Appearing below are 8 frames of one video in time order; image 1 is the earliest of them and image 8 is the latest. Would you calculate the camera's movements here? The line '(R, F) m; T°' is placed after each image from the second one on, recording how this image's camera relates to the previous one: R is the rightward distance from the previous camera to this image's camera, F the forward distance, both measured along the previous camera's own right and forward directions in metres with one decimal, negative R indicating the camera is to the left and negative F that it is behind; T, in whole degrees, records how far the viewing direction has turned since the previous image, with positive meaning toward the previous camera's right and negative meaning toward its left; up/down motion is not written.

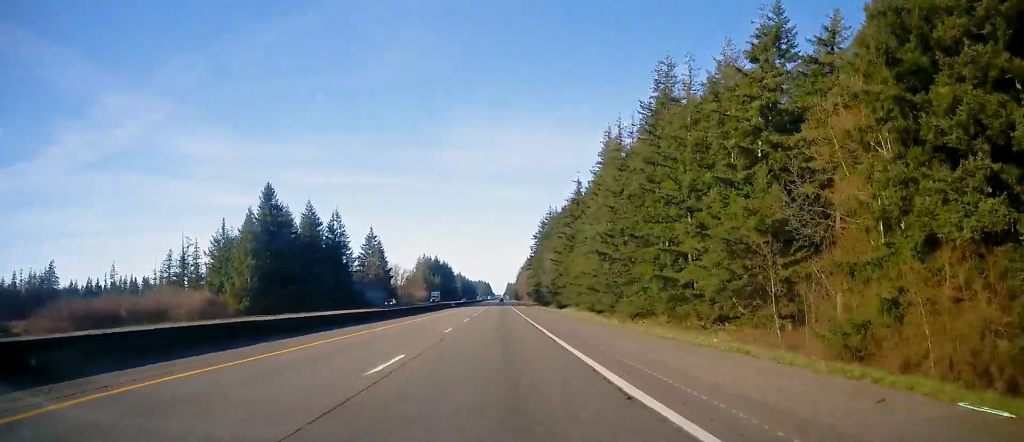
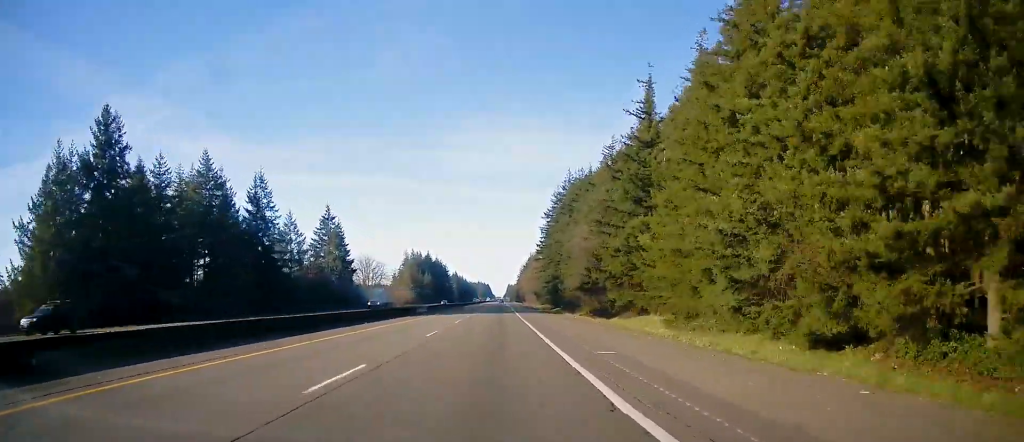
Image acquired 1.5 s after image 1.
(-0.4, +51.2) m; 0°
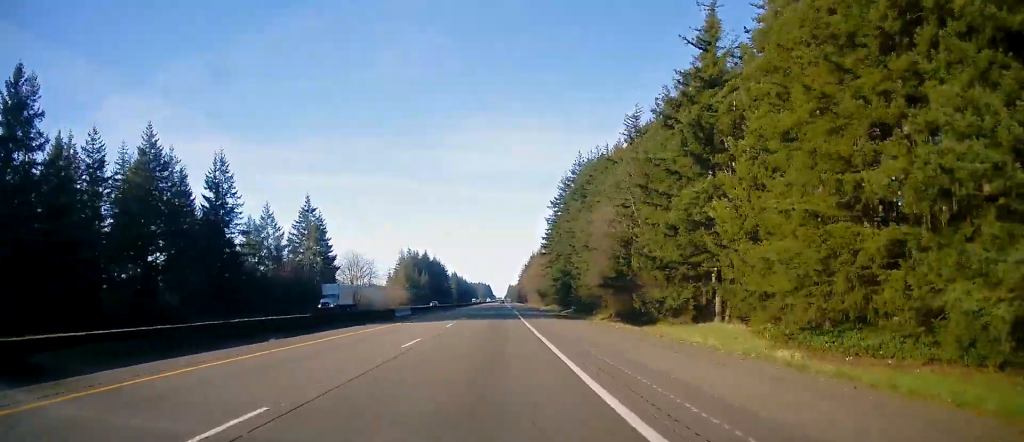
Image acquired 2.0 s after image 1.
(0.0, +16.6) m; 0°
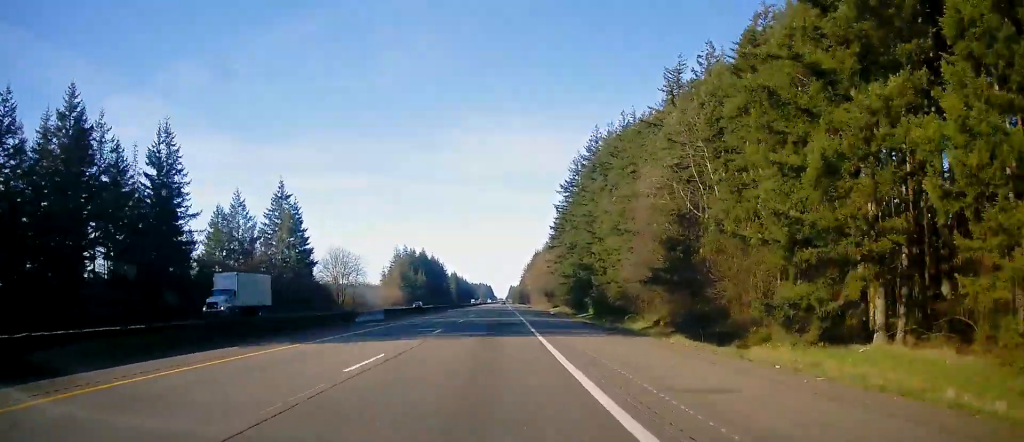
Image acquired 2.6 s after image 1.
(0.0, +17.7) m; 0°
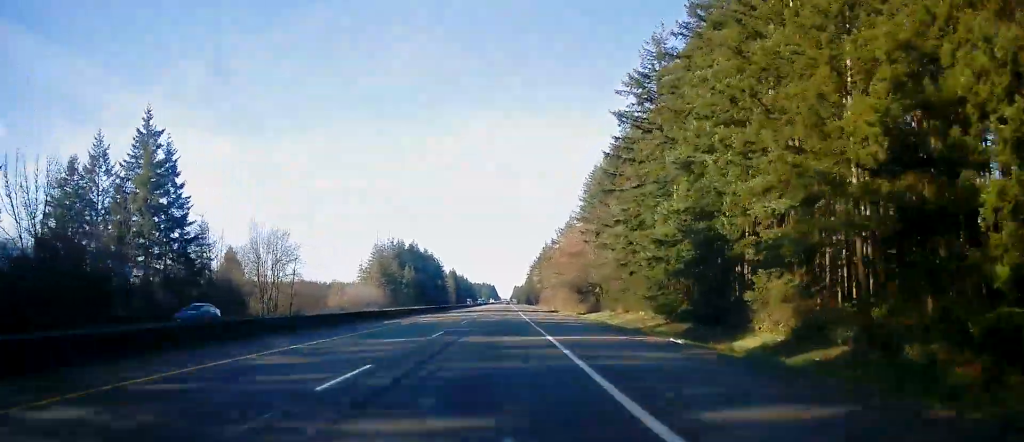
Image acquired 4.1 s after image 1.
(0.0, +50.9) m; 0°
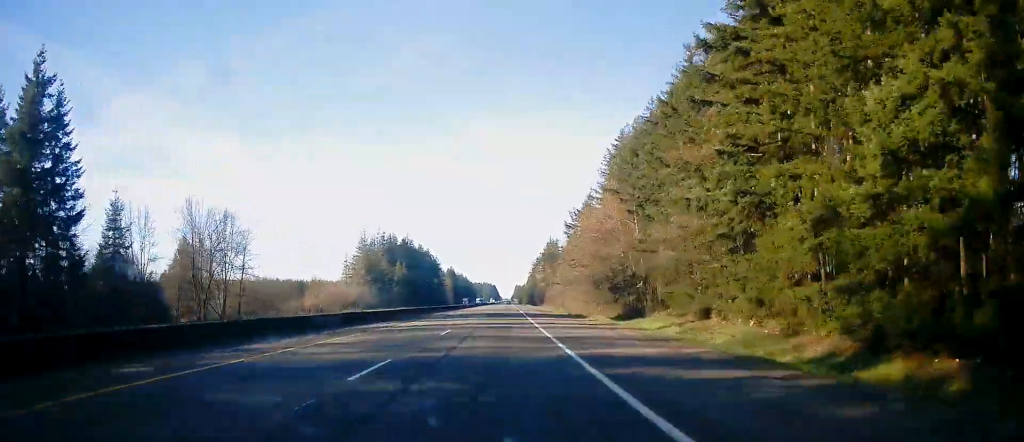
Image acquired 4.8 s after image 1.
(0.0, +23.2) m; 0°
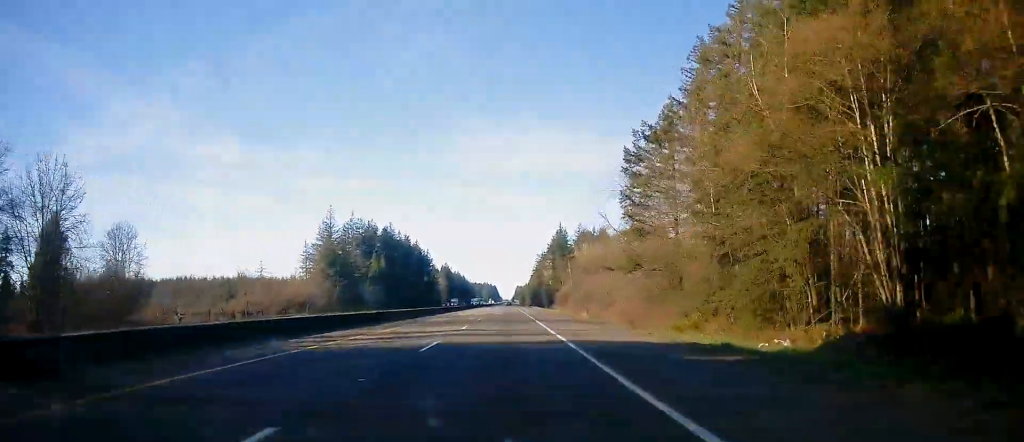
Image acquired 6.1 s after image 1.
(-0.2, +43.0) m; 0°
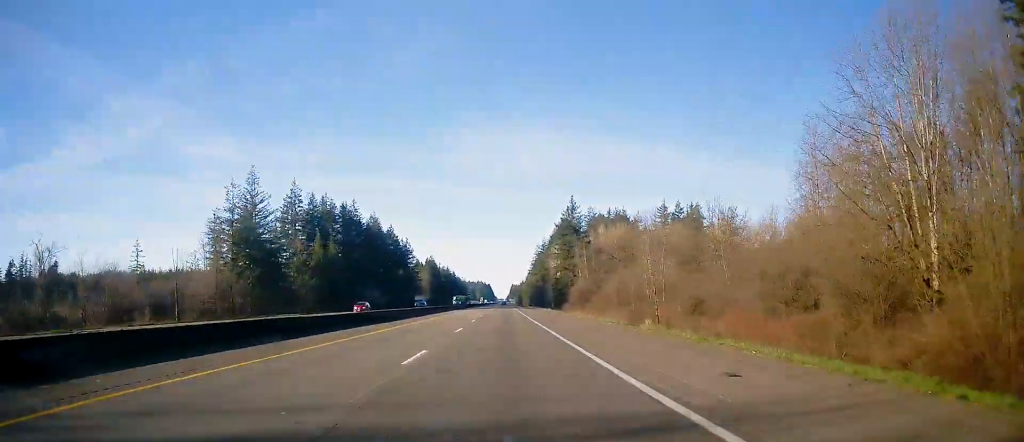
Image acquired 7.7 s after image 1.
(+0.3, +51.9) m; +1°
